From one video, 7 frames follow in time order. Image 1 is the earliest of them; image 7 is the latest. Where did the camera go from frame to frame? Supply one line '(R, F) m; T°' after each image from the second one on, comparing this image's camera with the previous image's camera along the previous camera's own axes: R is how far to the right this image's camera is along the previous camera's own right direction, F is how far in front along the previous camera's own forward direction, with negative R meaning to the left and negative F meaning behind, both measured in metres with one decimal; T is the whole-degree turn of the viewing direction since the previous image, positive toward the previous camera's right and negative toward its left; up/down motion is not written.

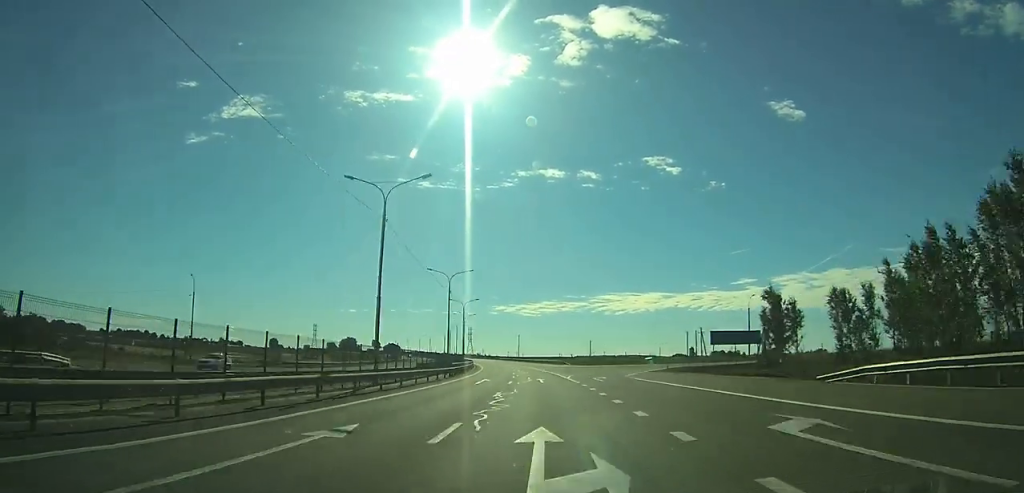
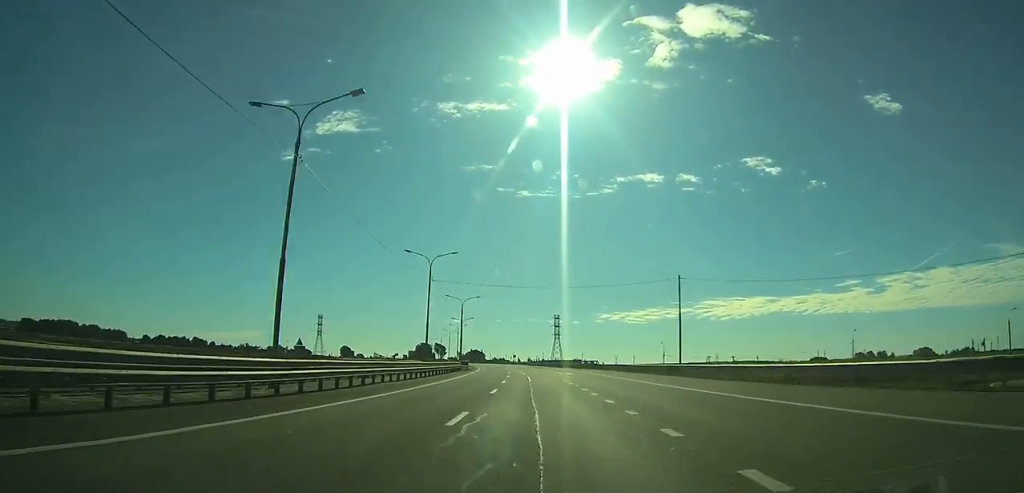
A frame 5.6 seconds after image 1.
(-12.7, +145.1) m; -10°
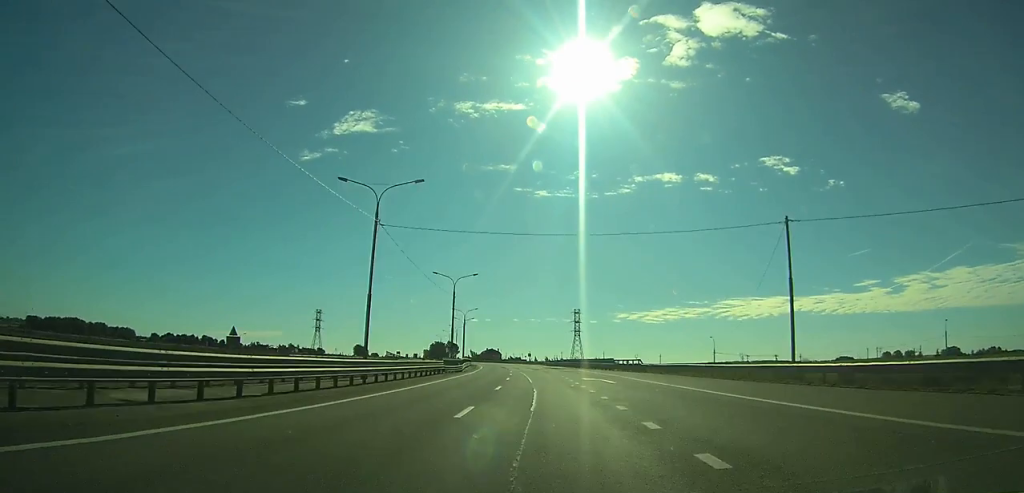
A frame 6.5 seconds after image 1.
(-0.6, +22.5) m; -2°
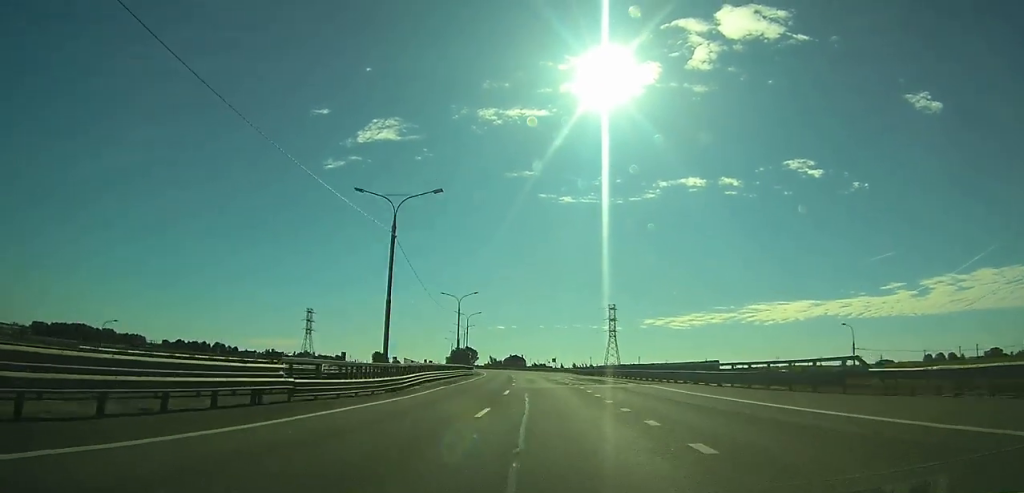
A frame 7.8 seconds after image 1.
(-0.7, +34.4) m; -3°
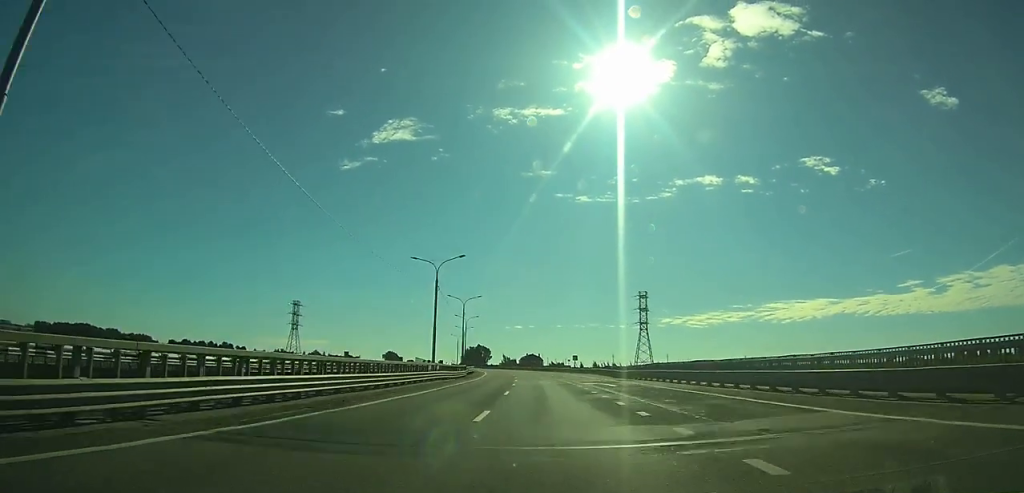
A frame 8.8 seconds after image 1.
(-0.6, +25.8) m; -2°
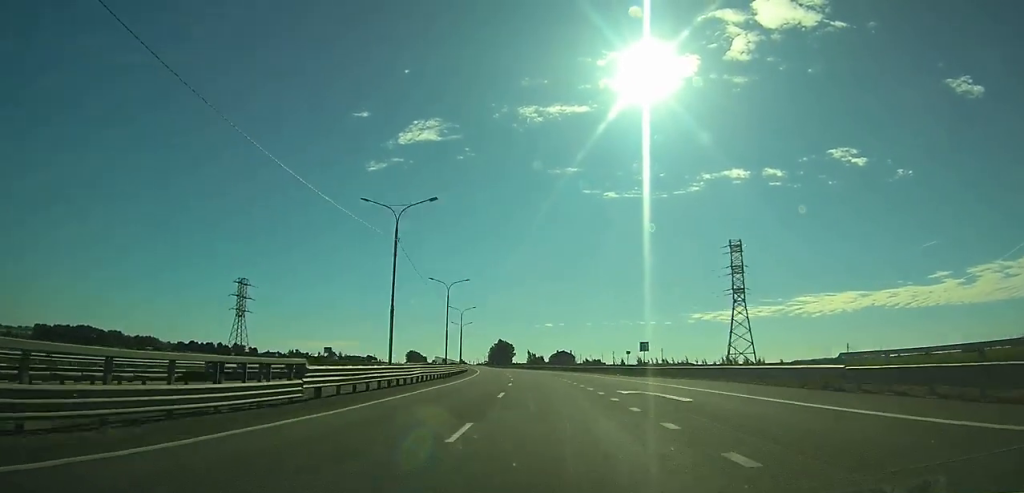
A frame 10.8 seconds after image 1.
(-1.5, +51.3) m; -3°
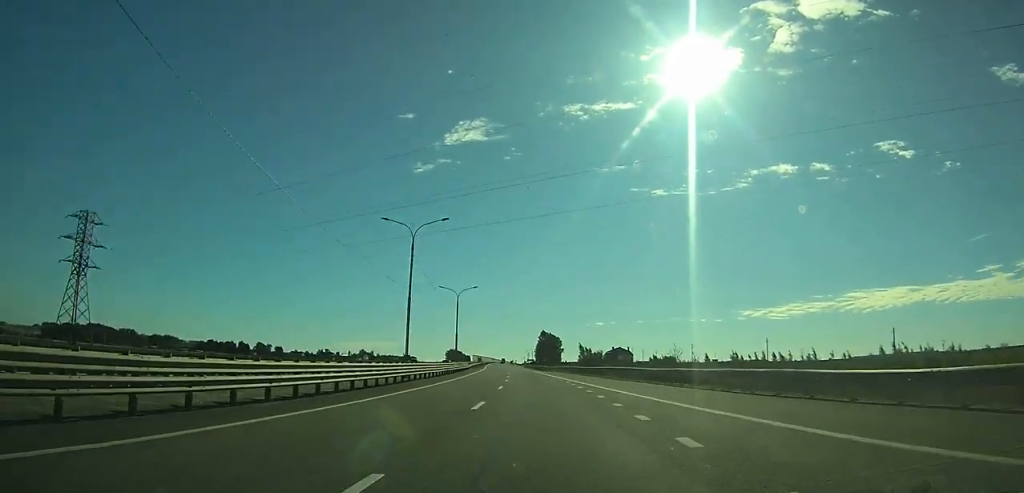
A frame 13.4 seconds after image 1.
(-2.2, +66.6) m; -4°
